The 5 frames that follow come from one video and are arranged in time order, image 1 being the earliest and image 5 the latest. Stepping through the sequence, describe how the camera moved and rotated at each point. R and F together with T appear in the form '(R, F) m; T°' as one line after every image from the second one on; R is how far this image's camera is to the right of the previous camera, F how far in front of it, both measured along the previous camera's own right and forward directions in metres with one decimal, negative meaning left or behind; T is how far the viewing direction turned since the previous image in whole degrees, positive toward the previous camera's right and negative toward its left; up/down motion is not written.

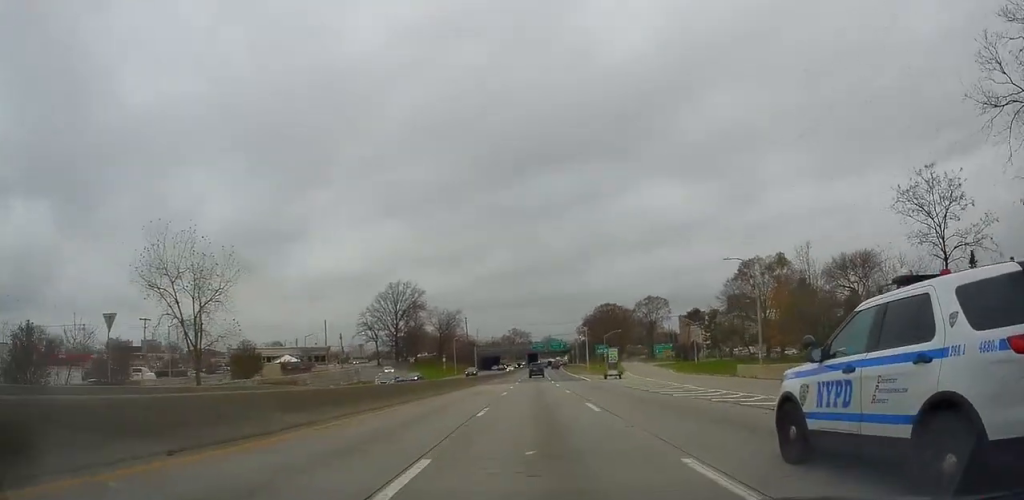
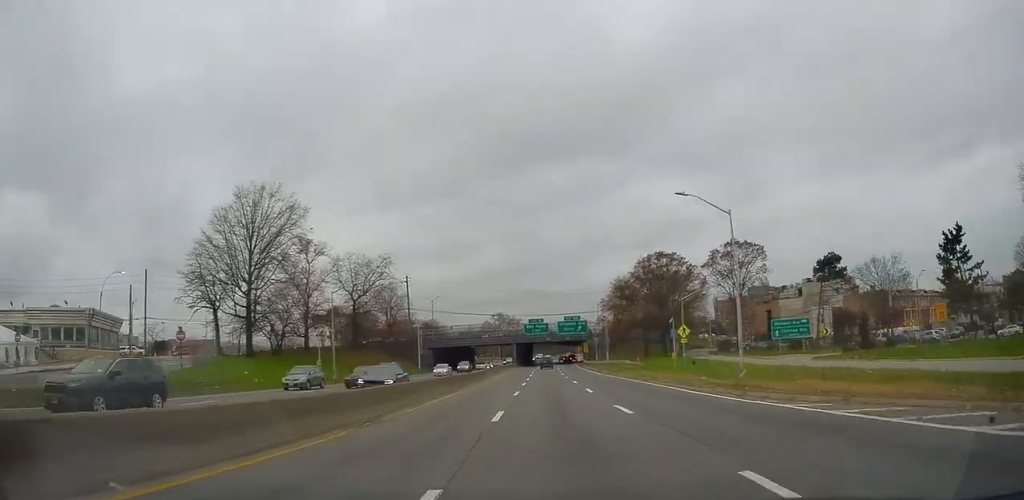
(+1.3, +81.6) m; 0°
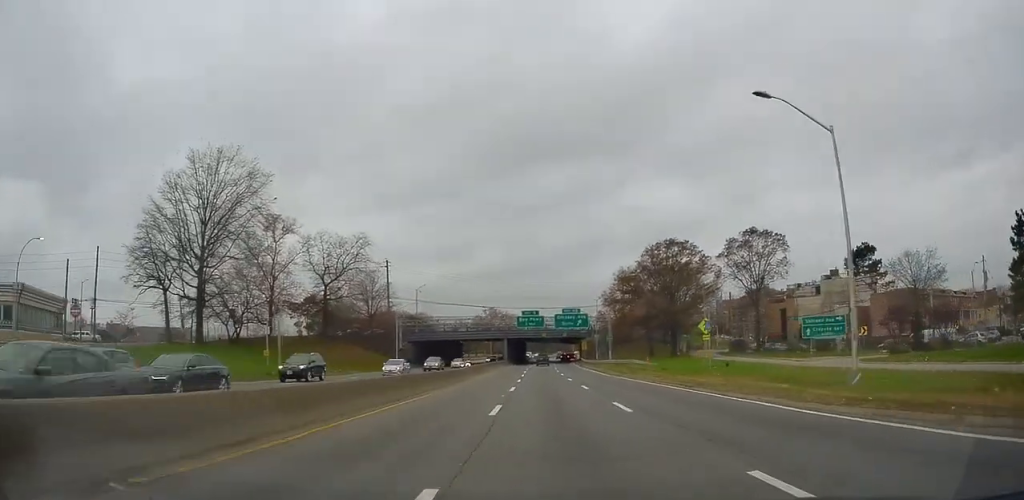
(-0.3, +11.2) m; 0°
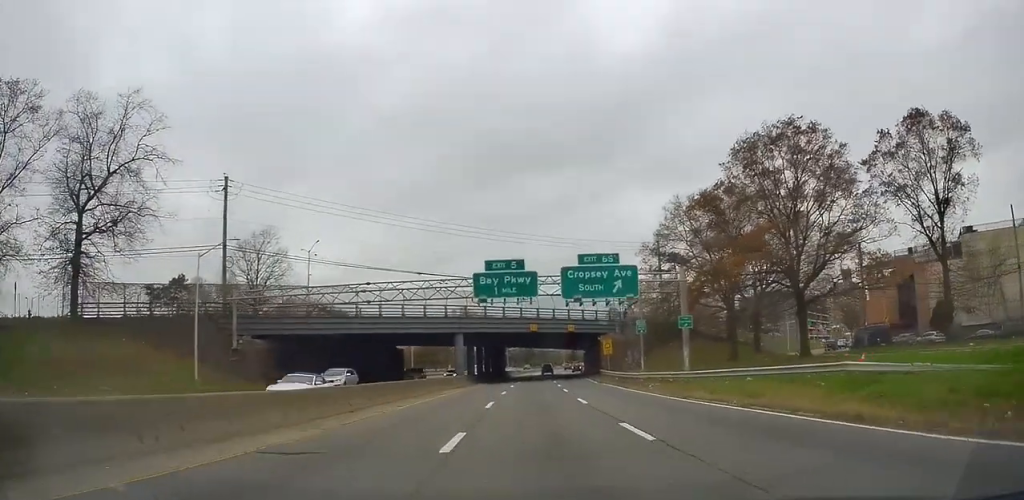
(+1.2, +49.3) m; +3°
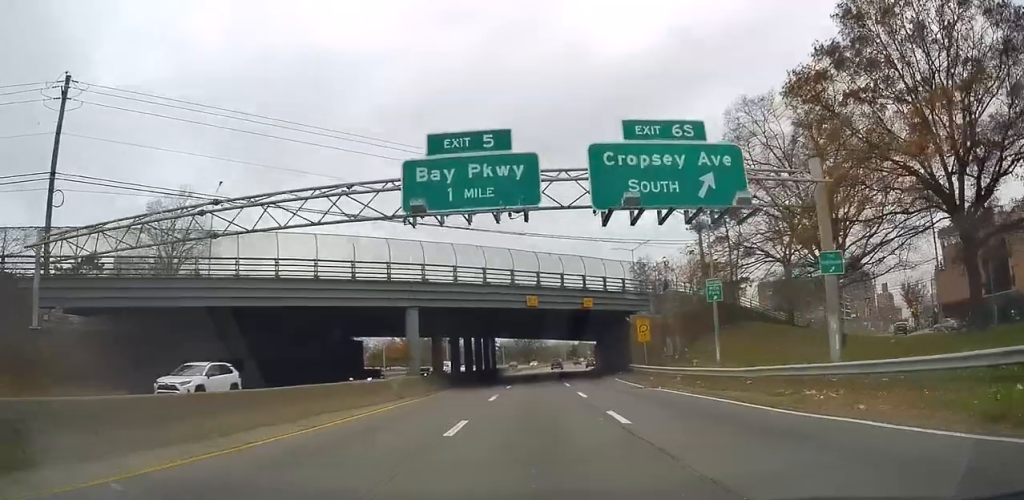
(+0.2, +20.5) m; +1°
